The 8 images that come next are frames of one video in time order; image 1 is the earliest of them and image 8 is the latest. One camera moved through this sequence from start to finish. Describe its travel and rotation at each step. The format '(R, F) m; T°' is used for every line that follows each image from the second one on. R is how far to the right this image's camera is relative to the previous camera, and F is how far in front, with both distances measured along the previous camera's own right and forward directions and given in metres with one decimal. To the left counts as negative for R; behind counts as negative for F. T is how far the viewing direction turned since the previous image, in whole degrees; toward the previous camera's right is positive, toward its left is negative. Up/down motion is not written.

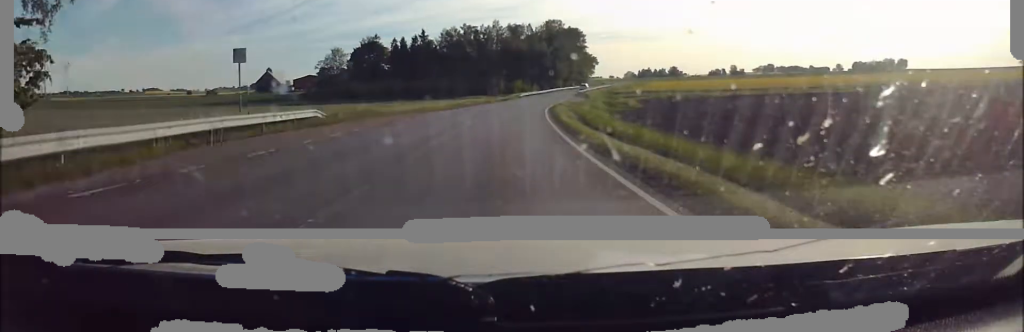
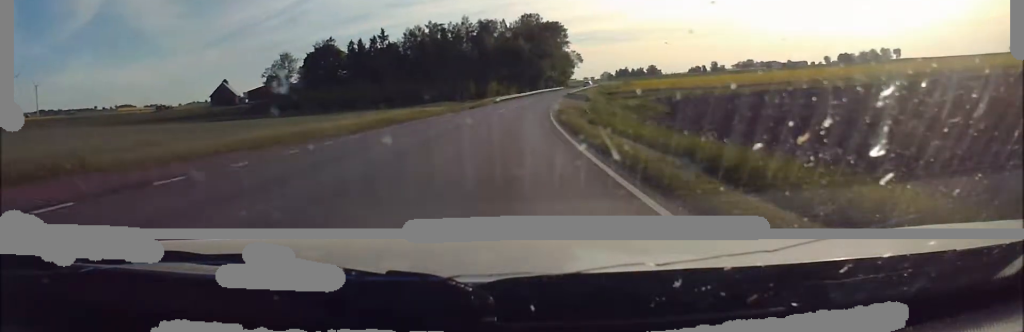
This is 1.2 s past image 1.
(-0.2, +27.5) m; +1°
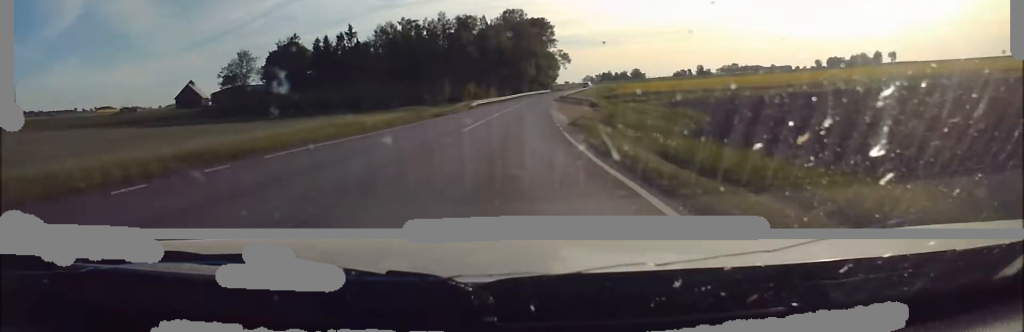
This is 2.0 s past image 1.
(+0.6, +19.0) m; +4°
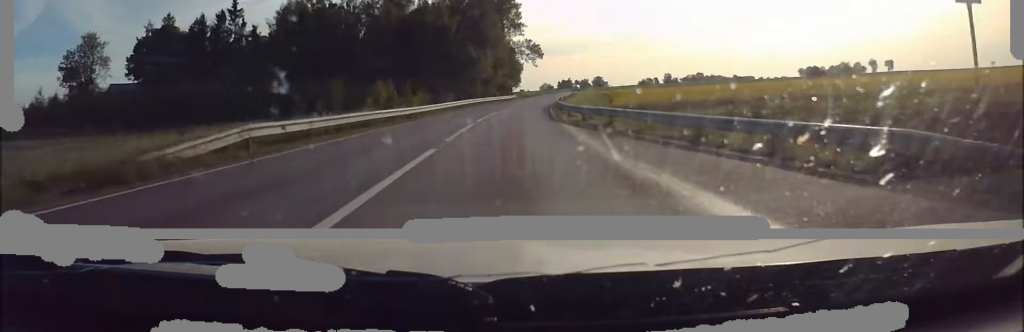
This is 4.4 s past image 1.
(+4.0, +54.7) m; +5°
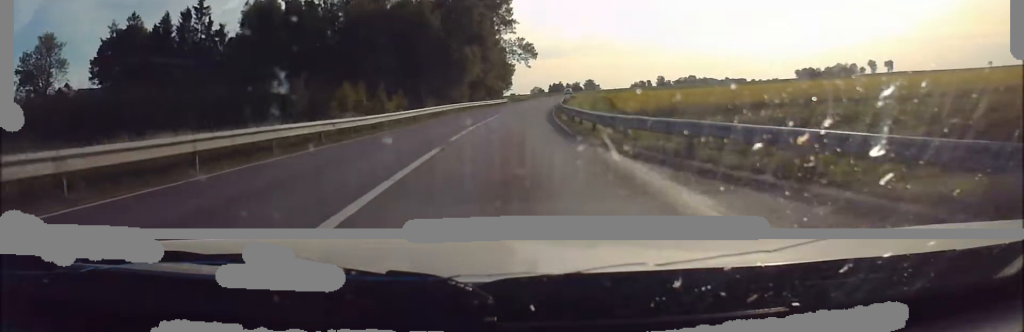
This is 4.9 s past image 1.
(0.0, +11.4) m; 0°
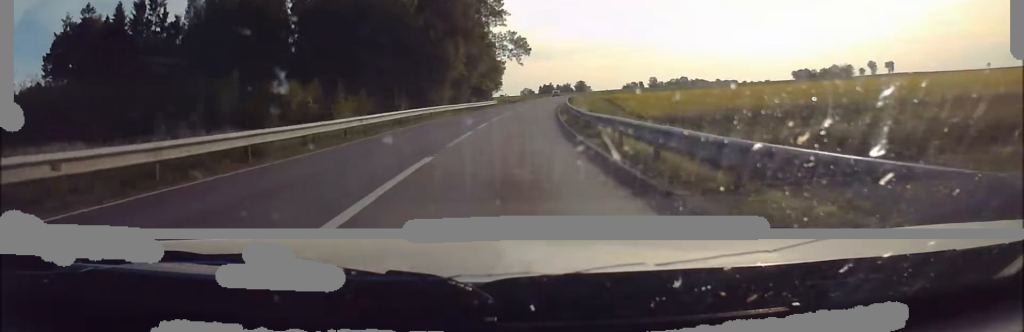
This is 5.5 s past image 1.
(0.0, +13.7) m; 0°
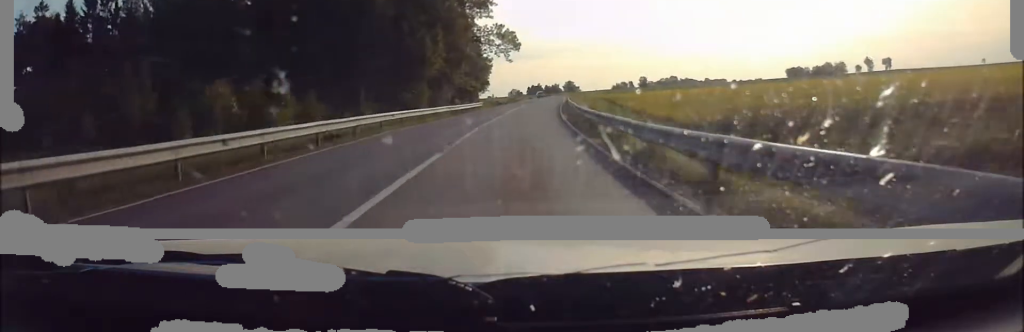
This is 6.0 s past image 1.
(0.0, +11.4) m; 0°
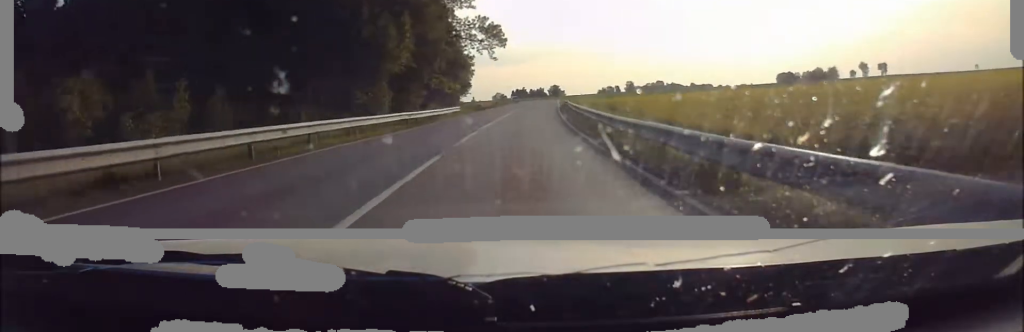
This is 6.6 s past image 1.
(0.0, +12.8) m; 0°
